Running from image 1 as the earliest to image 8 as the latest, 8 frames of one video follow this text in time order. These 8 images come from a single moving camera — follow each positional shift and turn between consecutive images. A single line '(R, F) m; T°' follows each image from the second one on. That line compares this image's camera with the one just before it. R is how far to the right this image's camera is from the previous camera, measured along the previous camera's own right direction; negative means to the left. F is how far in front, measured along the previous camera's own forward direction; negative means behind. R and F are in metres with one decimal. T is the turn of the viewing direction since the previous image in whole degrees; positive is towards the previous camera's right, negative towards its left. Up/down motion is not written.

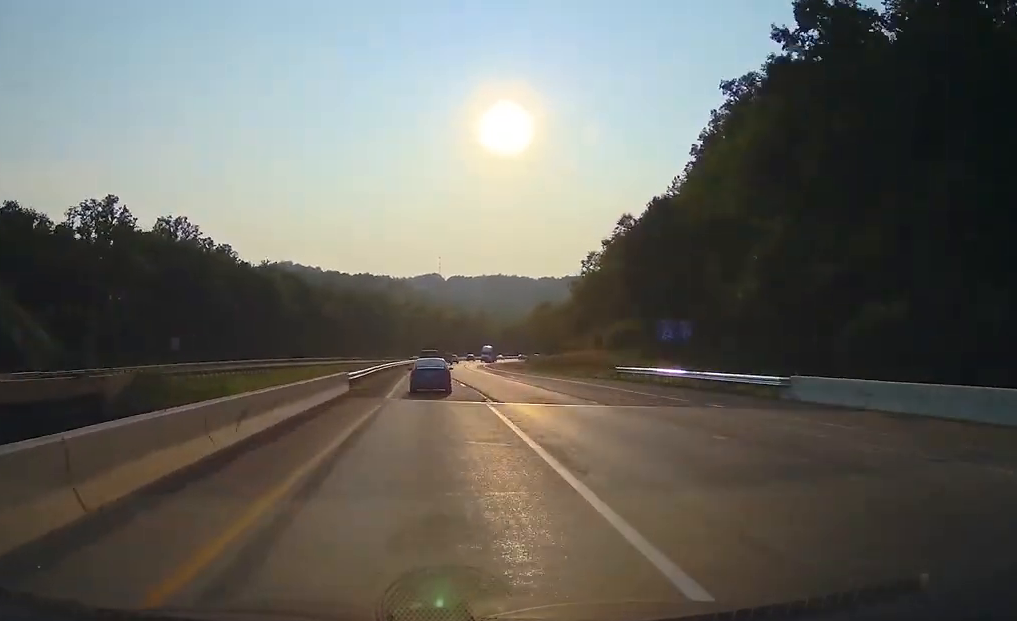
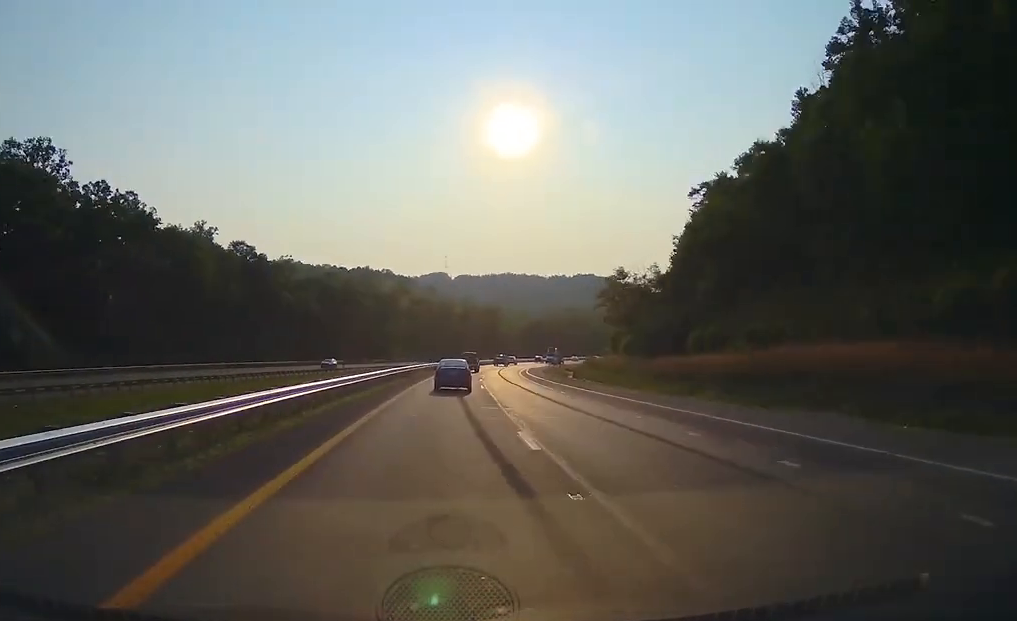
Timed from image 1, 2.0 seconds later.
(-1.1, +51.1) m; +3°
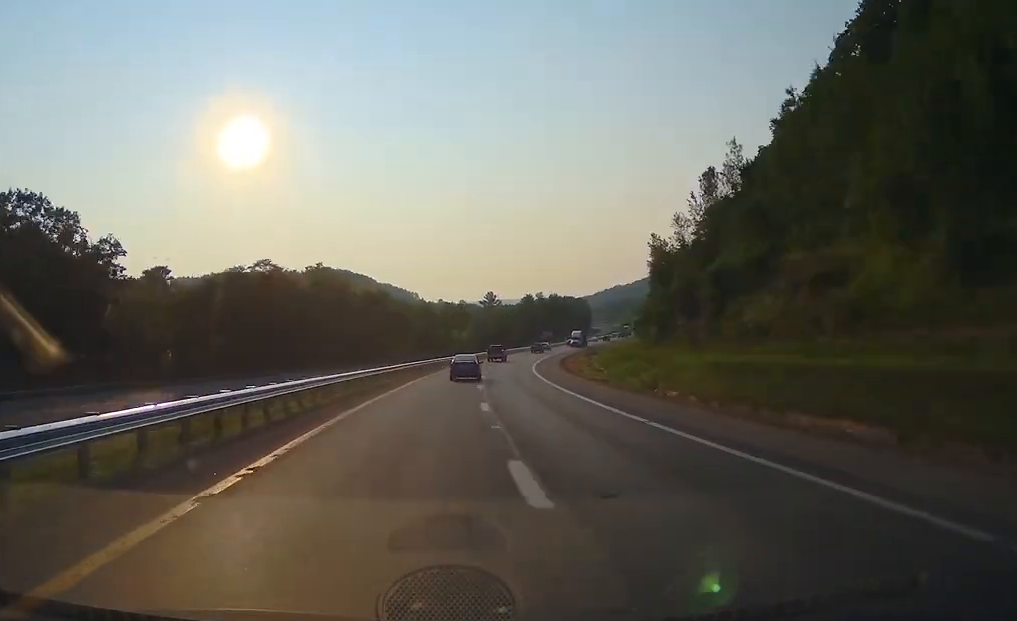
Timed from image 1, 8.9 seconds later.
(+35.0, +196.4) m; +20°
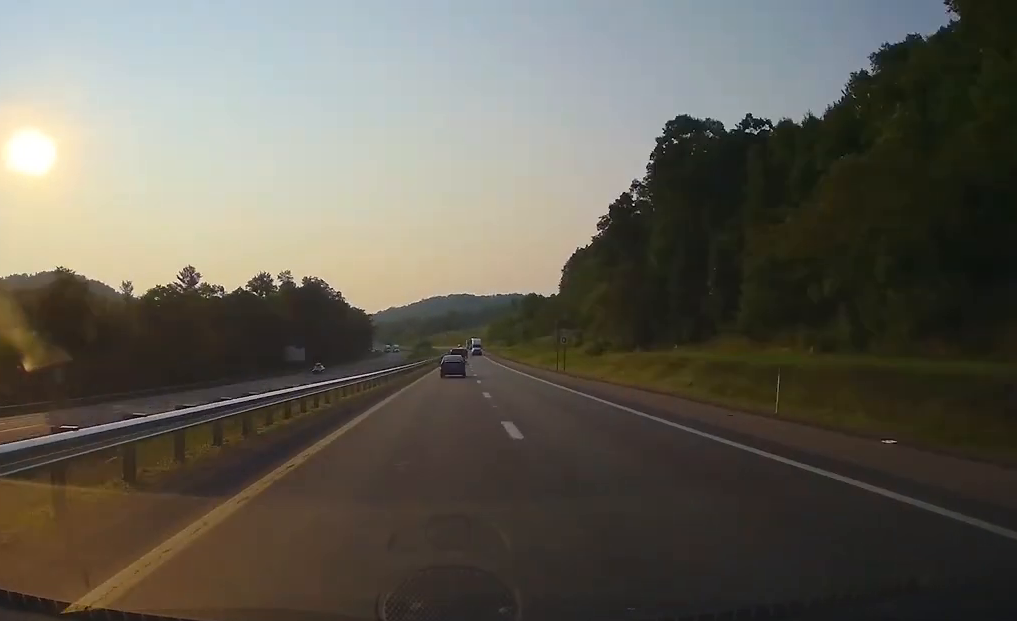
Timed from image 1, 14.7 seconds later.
(+24.7, +180.2) m; +12°
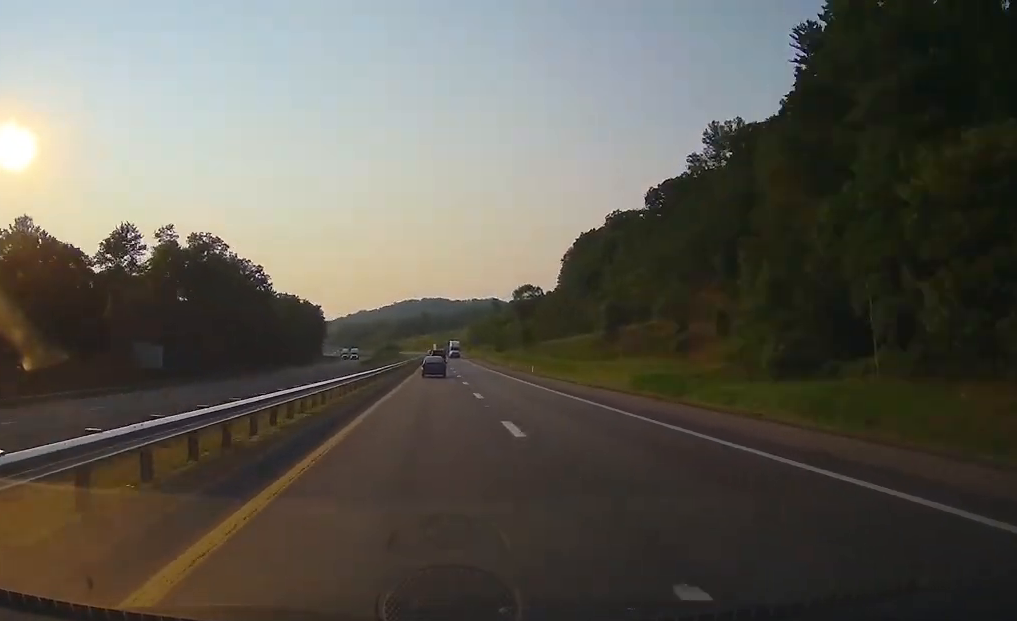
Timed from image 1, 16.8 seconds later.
(+2.4, +70.8) m; +1°
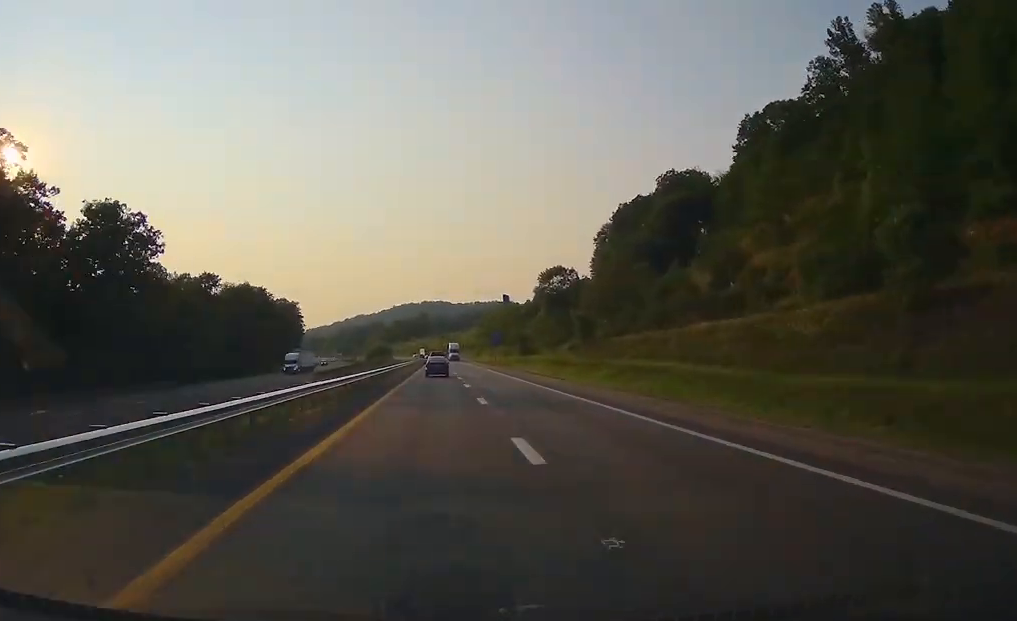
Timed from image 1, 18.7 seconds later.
(+0.9, +62.5) m; 0°
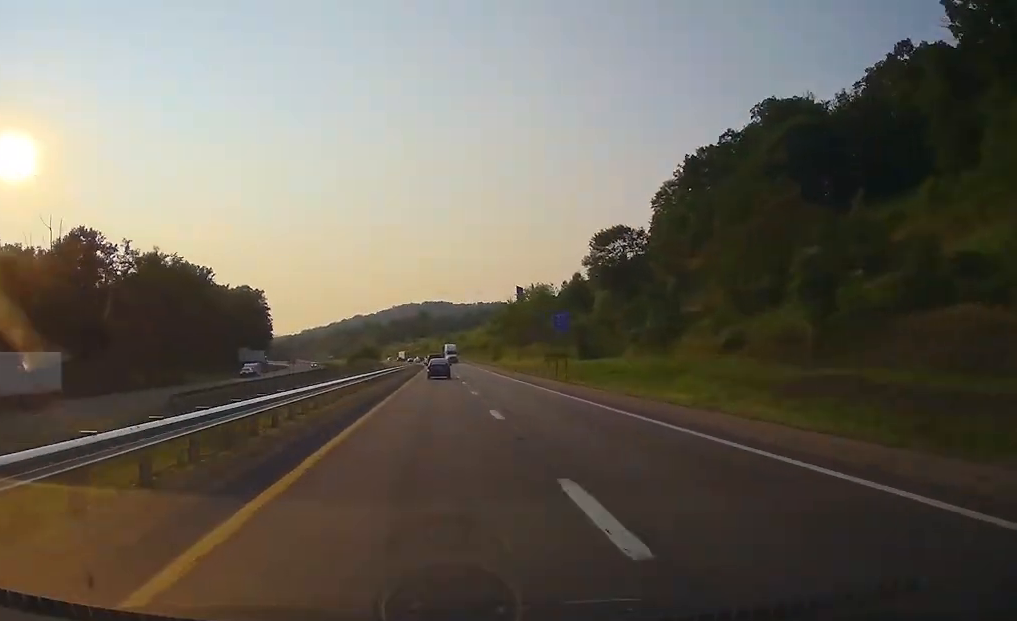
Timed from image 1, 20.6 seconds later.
(-0.5, +63.2) m; -1°
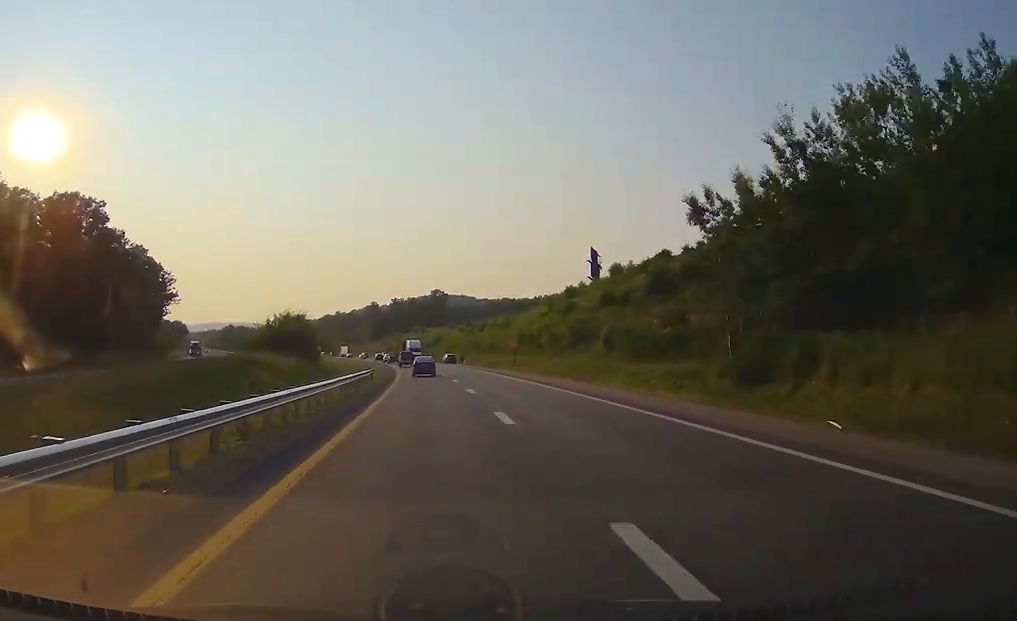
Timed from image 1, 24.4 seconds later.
(-2.8, +131.1) m; -4°
